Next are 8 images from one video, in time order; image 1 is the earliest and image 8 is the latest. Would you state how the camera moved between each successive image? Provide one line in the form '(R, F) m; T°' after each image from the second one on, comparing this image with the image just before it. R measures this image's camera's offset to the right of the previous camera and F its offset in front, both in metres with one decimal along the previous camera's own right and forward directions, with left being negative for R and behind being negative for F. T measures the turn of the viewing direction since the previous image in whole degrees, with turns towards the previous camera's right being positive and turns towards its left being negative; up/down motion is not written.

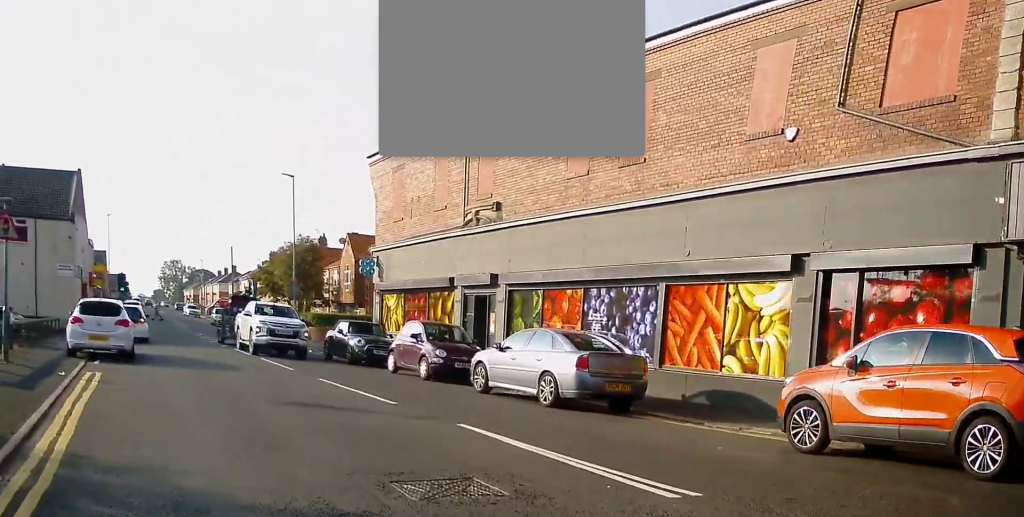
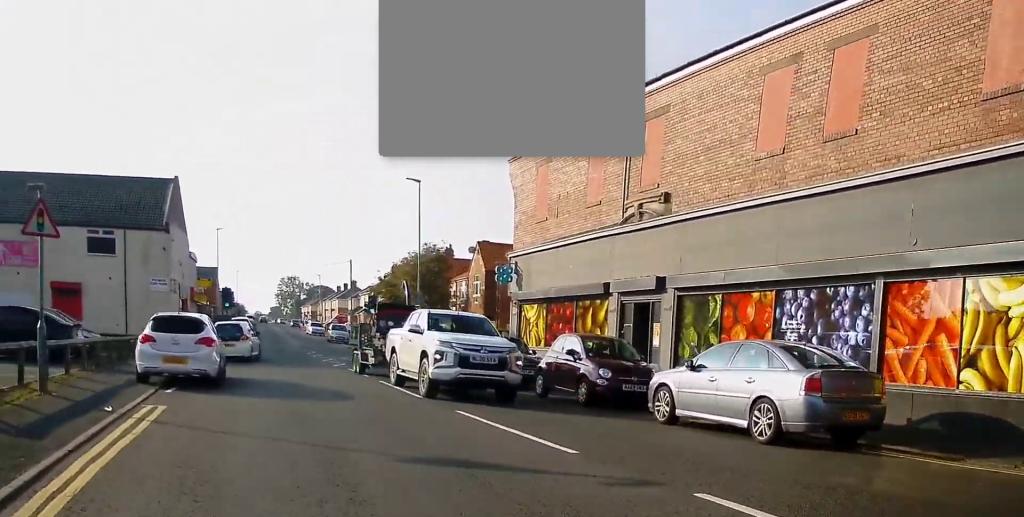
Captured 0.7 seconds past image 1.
(0.0, +3.4) m; -7°
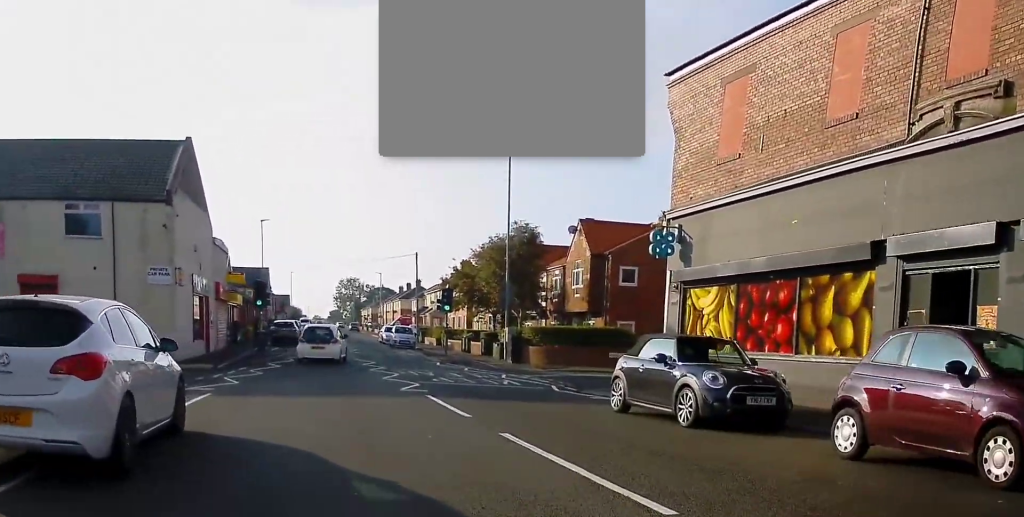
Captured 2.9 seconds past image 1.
(-1.4, +9.9) m; -9°
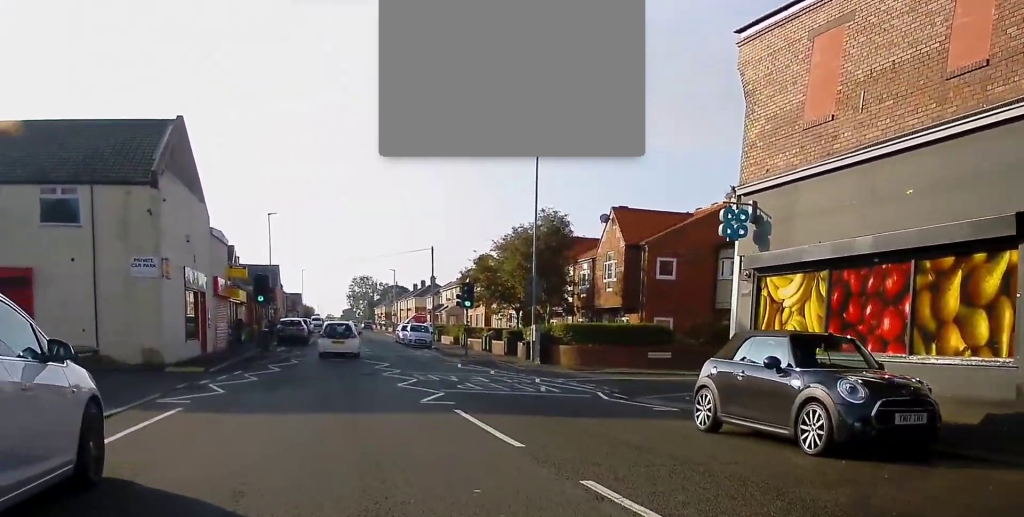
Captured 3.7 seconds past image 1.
(+0.1, +3.3) m; -5°
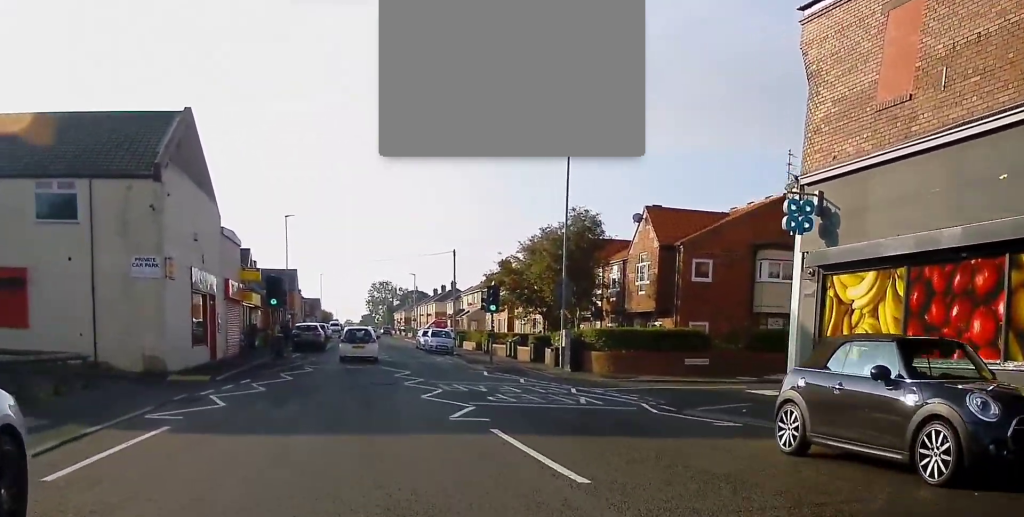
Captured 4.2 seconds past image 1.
(-0.2, +1.8) m; -1°
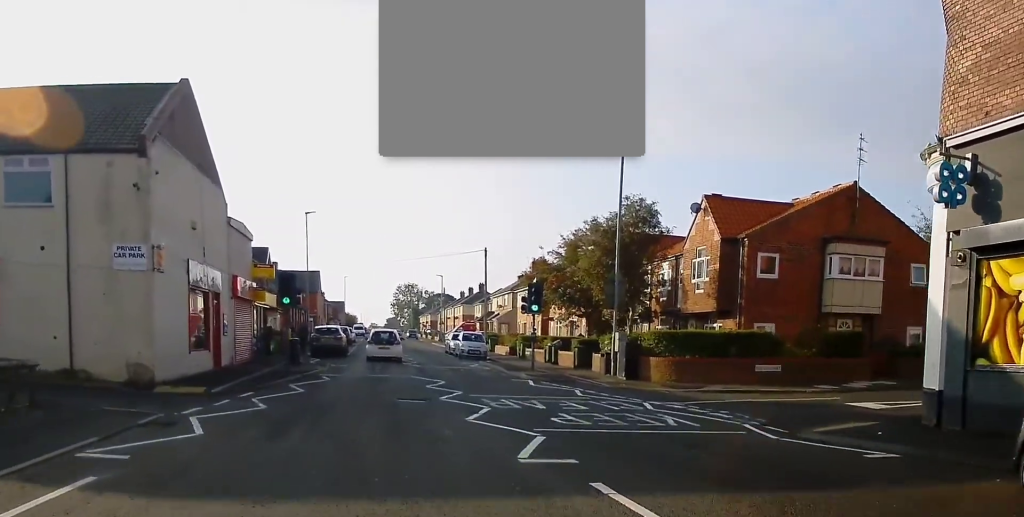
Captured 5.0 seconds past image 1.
(-0.2, +3.4) m; -1°
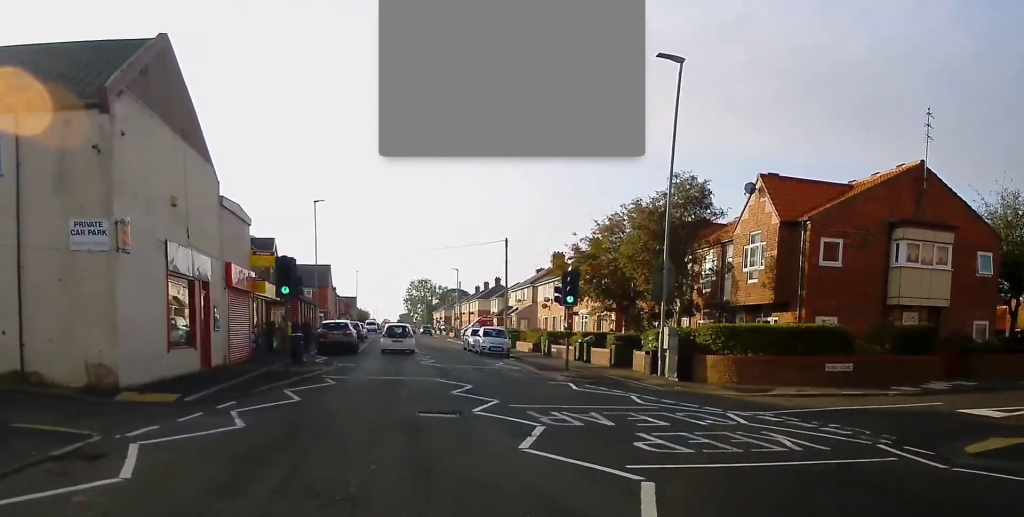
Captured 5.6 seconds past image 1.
(+0.1, +3.3) m; +2°
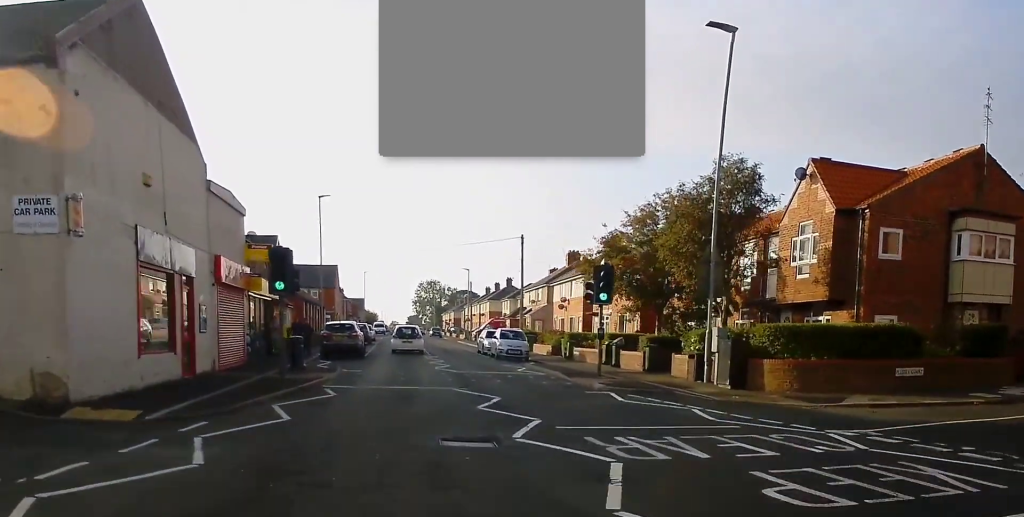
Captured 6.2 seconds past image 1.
(0.0, +2.8) m; -1°
